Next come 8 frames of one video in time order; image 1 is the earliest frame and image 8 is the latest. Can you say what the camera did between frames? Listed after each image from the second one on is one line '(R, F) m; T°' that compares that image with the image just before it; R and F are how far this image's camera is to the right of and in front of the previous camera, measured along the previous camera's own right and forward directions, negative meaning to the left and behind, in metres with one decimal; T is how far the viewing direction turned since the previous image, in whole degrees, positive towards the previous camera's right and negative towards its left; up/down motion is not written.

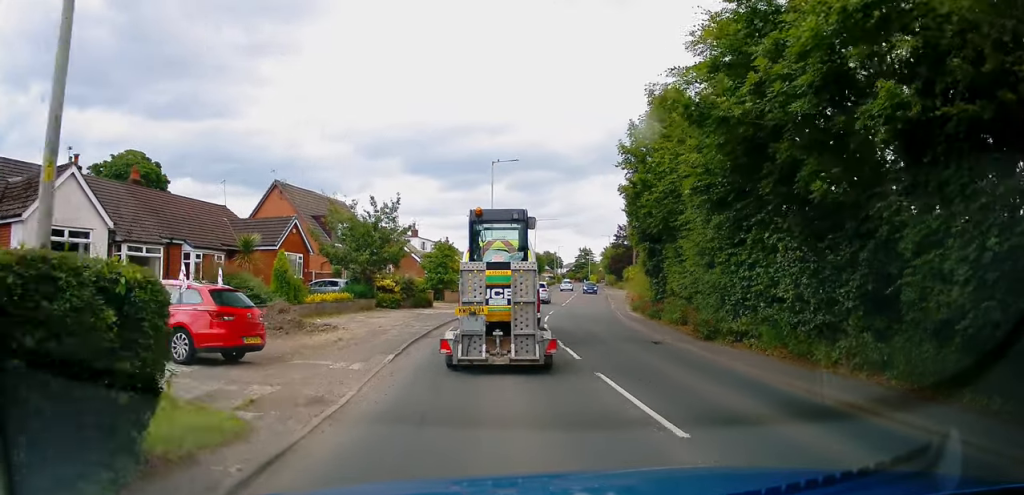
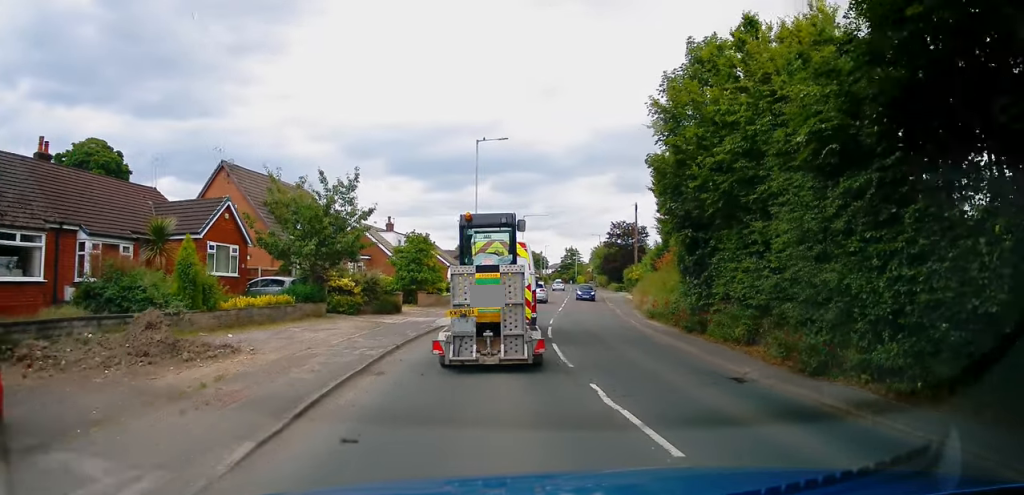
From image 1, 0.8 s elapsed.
(+0.2, +6.7) m; 0°
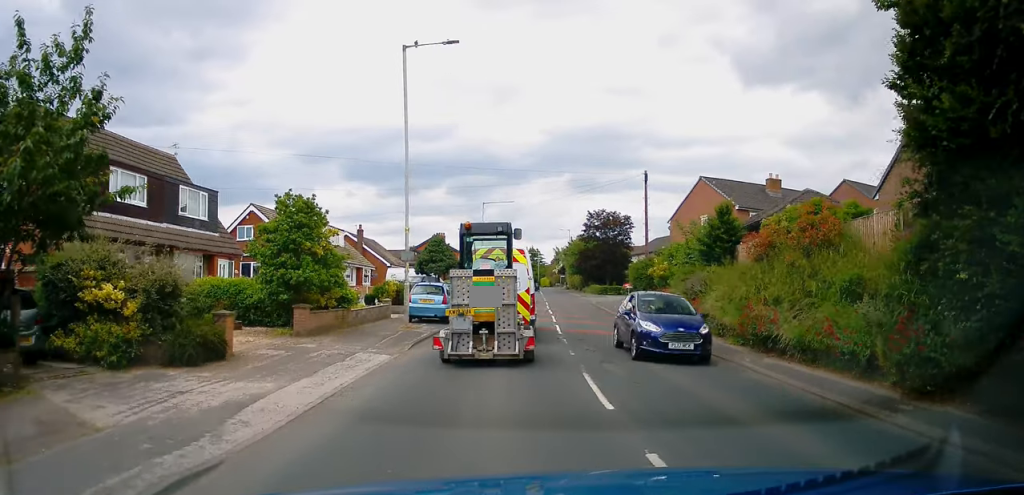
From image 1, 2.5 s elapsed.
(+0.5, +15.4) m; +5°
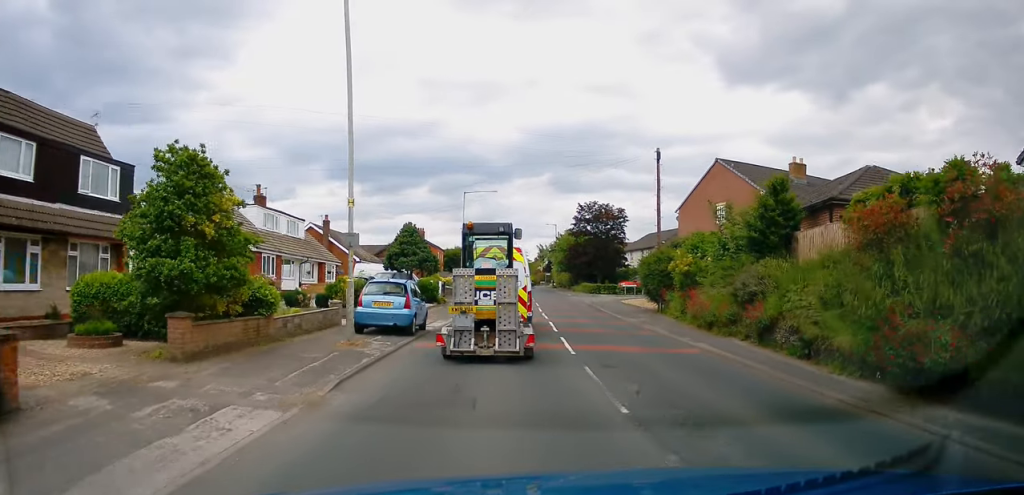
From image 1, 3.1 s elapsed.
(+0.1, +5.9) m; +1°
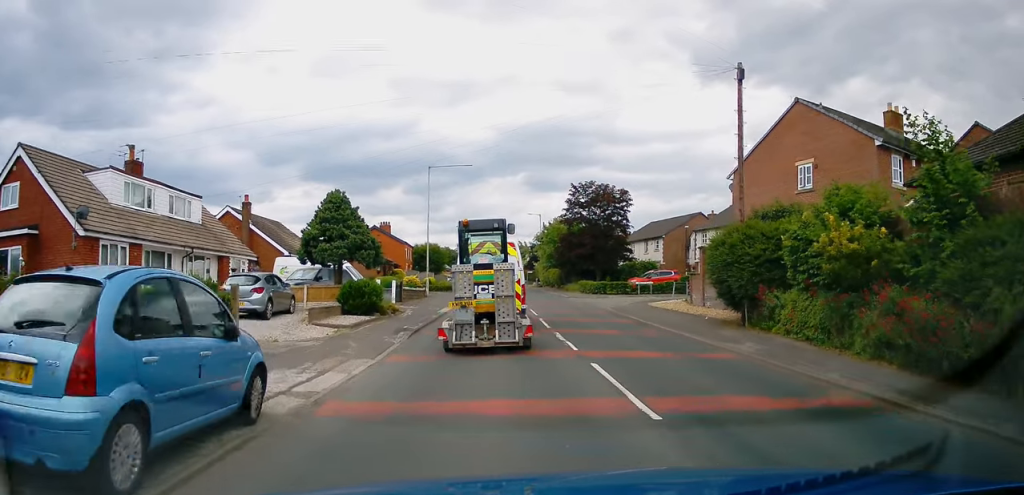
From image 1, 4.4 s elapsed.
(0.0, +12.6) m; +1°
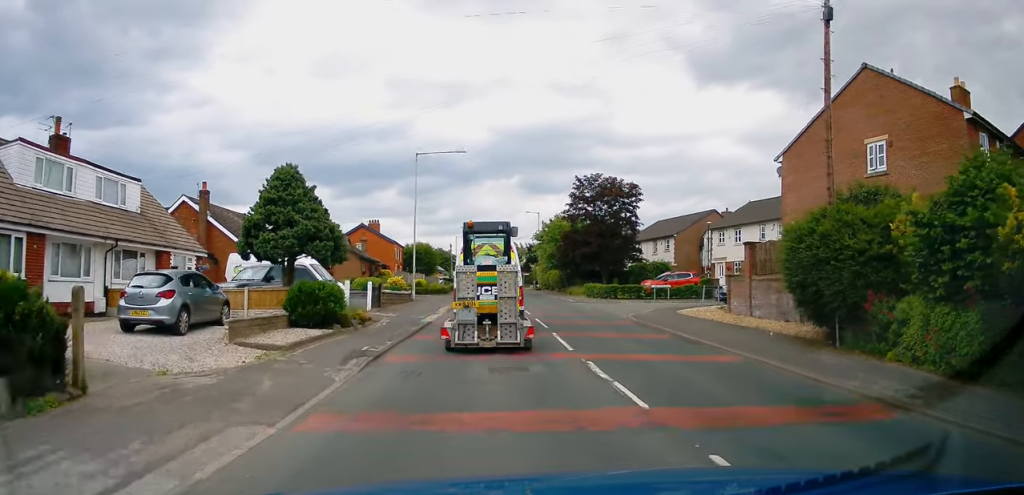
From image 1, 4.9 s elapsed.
(0.0, +5.1) m; +1°
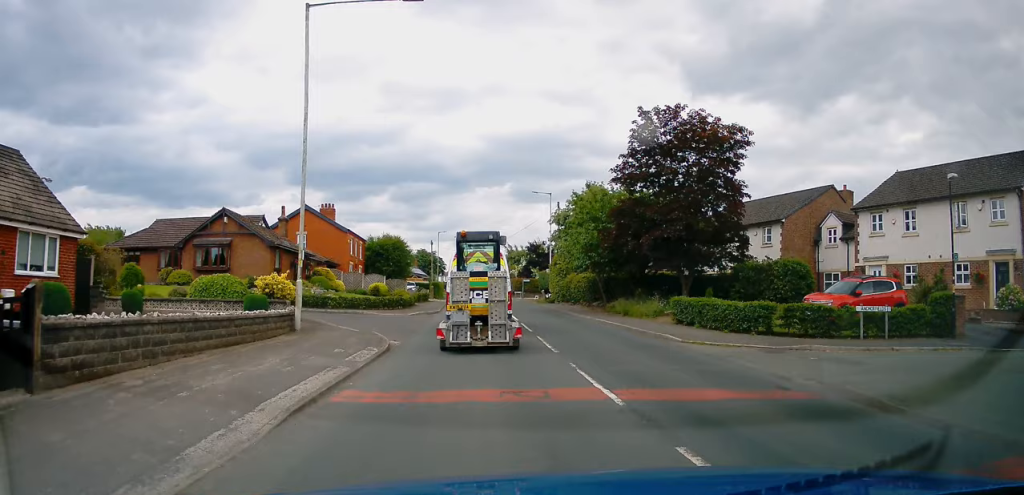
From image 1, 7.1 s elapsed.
(+0.8, +23.1) m; +3°
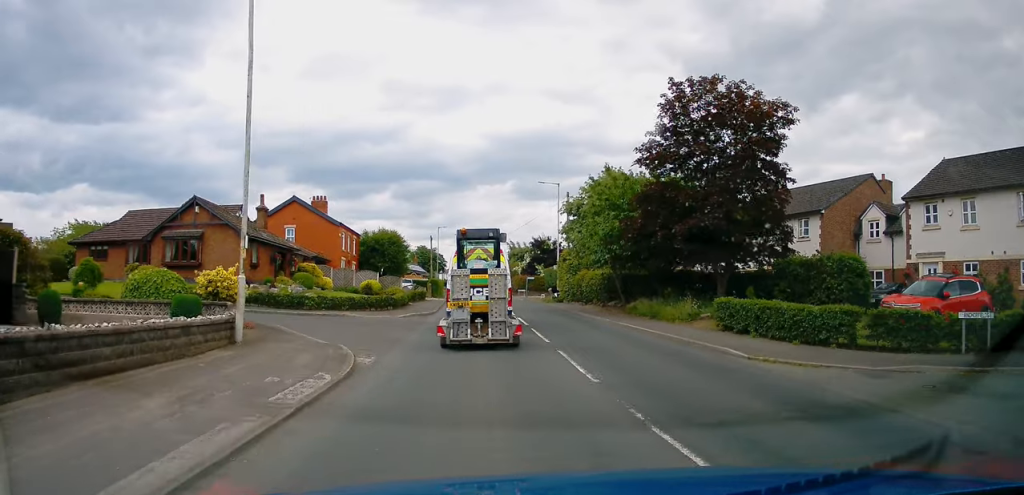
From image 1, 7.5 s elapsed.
(+0.1, +4.5) m; 0°
